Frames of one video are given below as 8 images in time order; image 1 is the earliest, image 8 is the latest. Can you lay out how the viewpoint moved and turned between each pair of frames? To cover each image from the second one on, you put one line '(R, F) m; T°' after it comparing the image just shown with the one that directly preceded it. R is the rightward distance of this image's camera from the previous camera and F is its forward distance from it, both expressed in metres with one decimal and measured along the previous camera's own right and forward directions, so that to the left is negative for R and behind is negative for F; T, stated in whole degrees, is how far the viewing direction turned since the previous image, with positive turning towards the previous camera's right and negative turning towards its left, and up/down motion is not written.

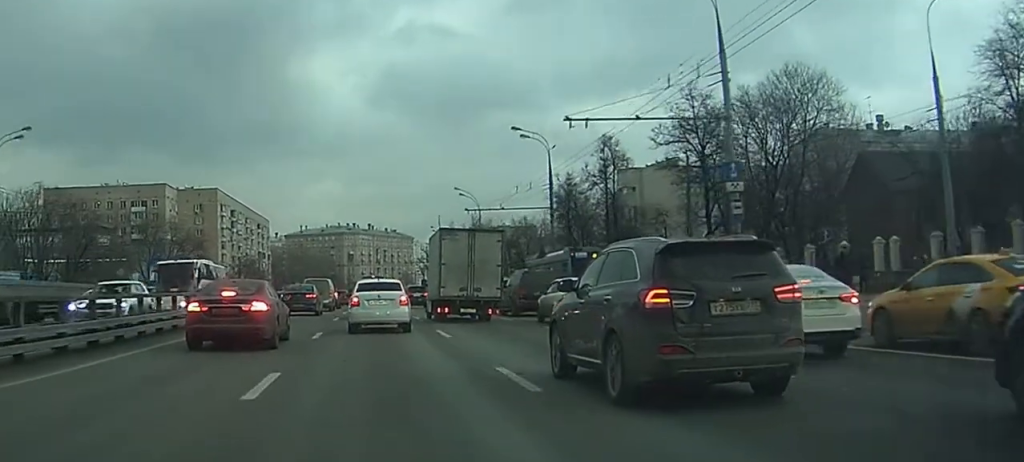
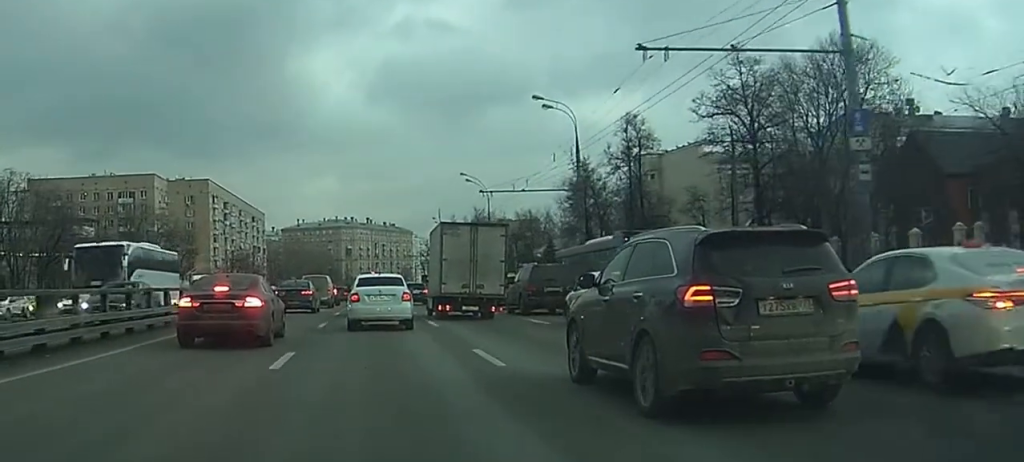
(-0.4, +9.3) m; +1°
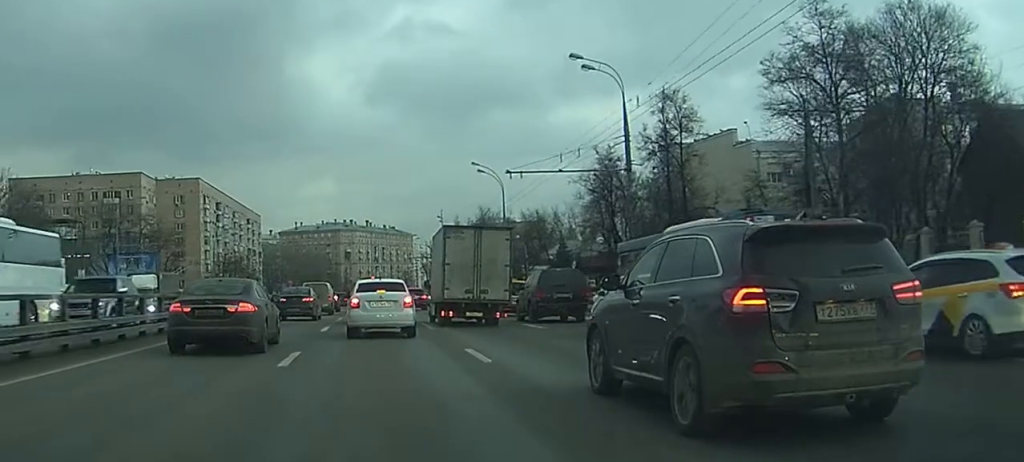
(+0.9, +11.3) m; +5°
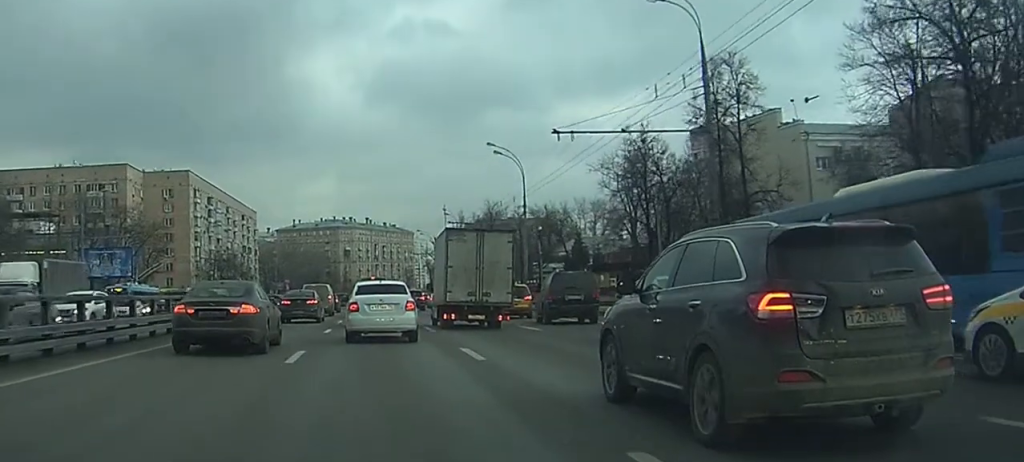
(-0.5, +11.5) m; -2°
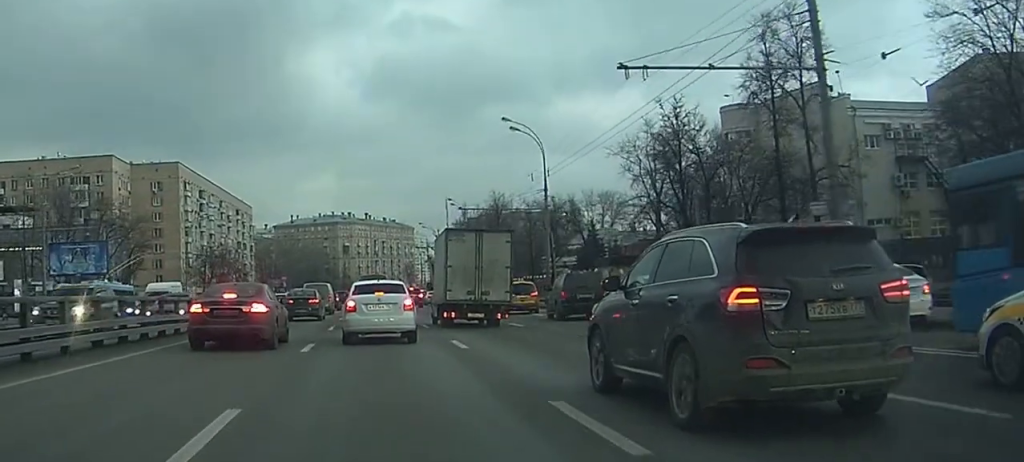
(+0.1, +9.4) m; +1°
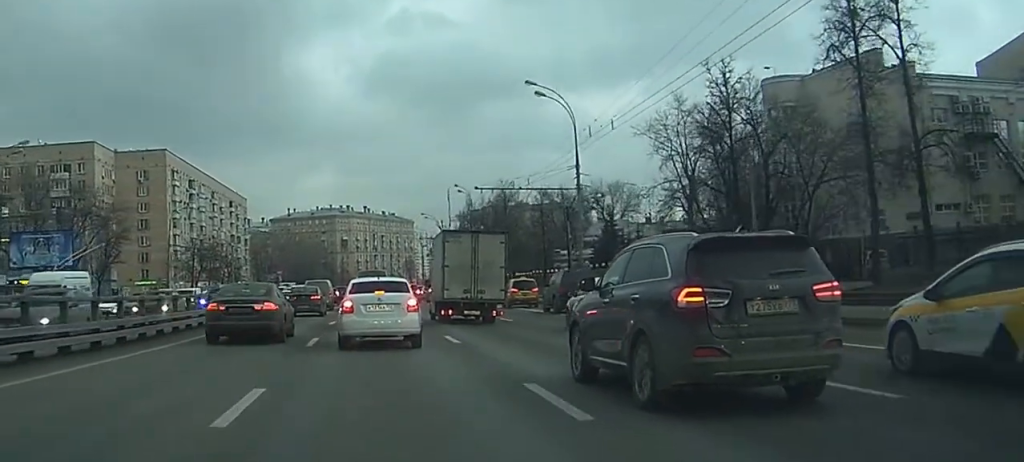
(0.0, +10.0) m; 0°
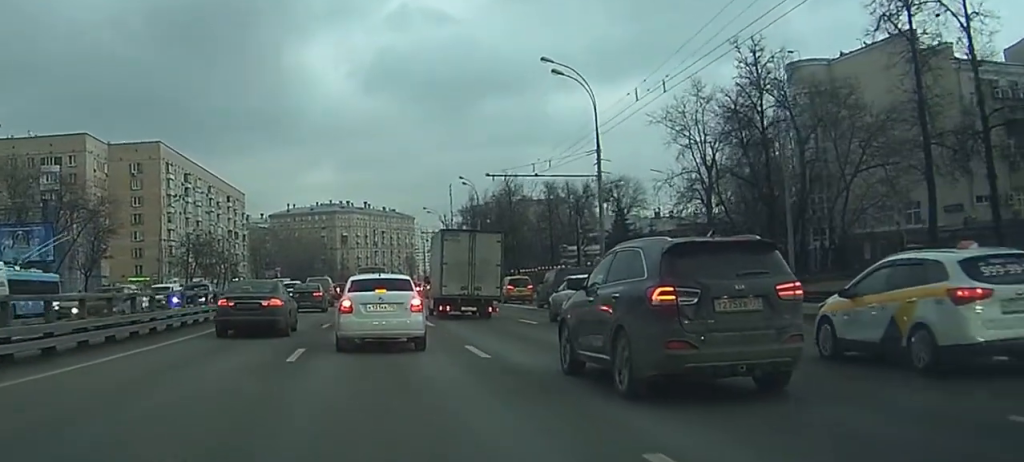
(0.0, +4.8) m; 0°
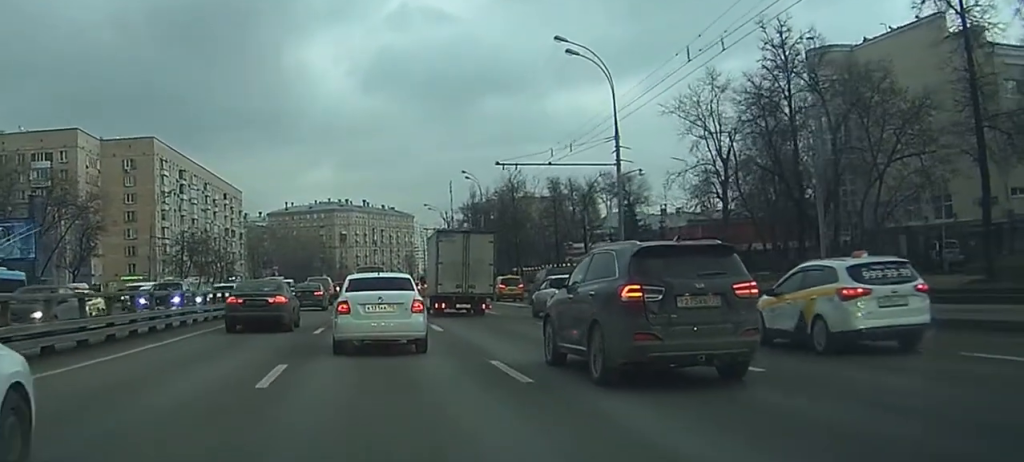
(0.0, +4.1) m; 0°
